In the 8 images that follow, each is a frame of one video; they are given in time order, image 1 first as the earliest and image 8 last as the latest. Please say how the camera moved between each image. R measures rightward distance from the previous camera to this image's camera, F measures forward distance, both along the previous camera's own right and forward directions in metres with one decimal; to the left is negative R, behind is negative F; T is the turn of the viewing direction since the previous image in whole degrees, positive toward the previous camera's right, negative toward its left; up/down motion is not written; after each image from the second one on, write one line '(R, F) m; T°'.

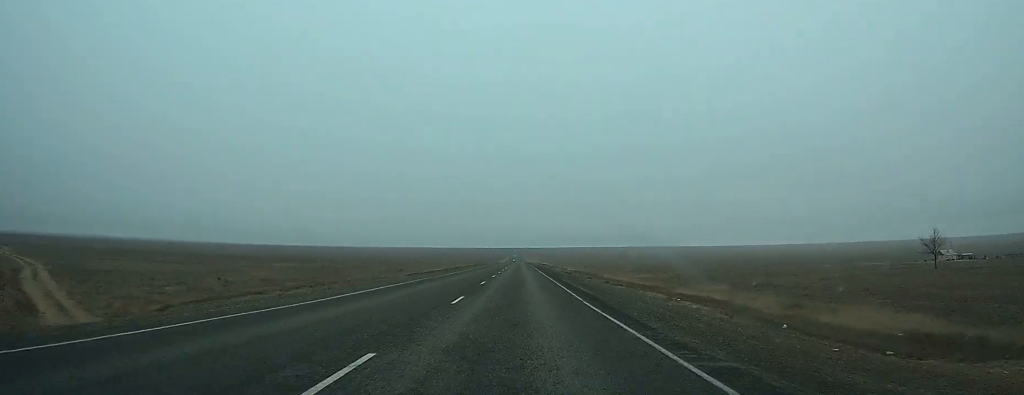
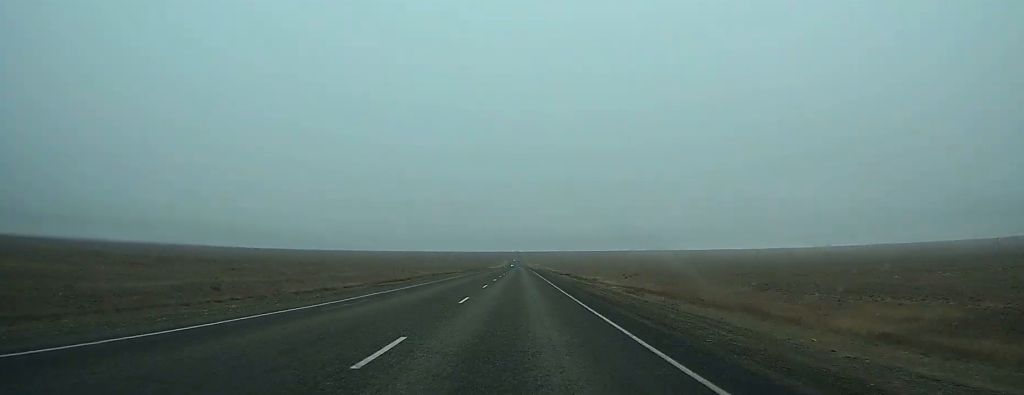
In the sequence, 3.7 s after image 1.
(+0.1, +84.1) m; 0°
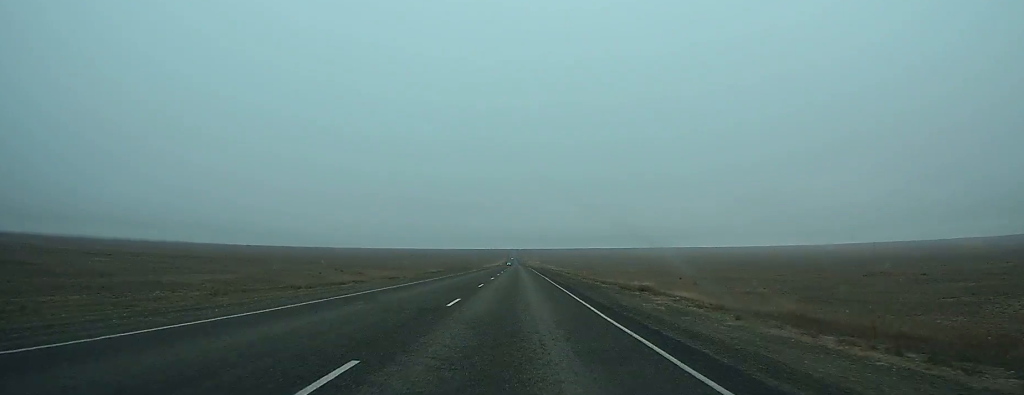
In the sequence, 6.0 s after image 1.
(+0.2, +49.1) m; 0°
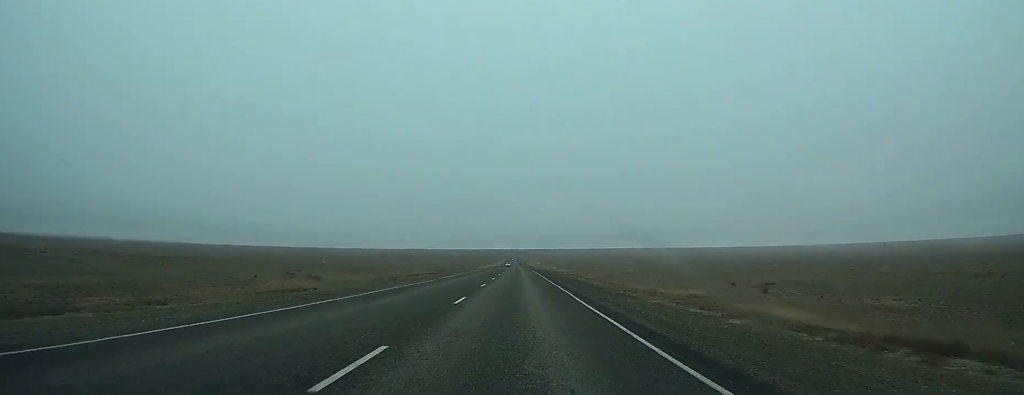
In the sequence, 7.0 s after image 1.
(0.0, +21.6) m; 0°
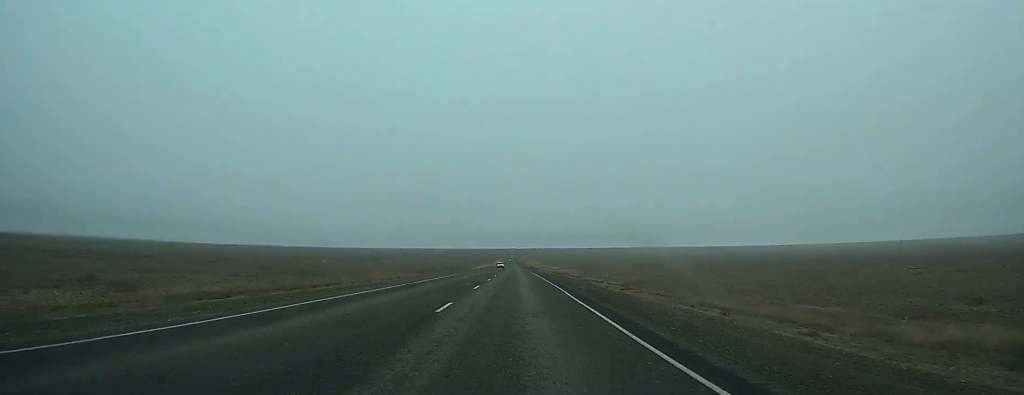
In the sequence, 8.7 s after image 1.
(-0.1, +38.5) m; 0°
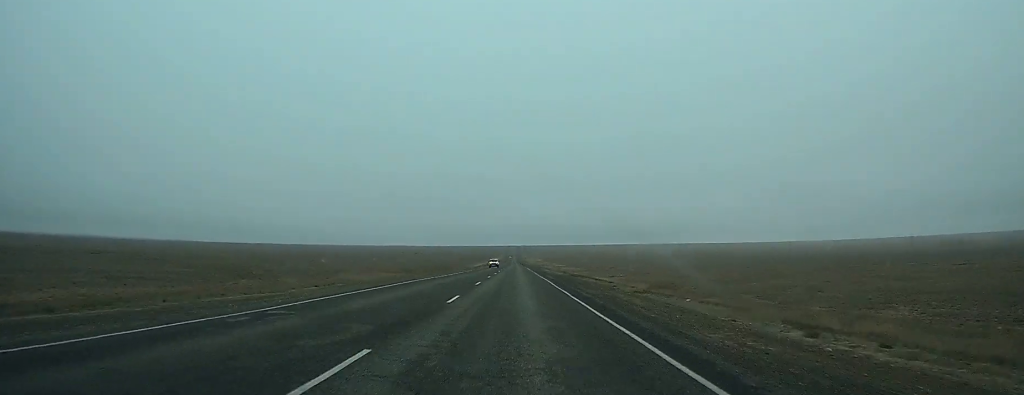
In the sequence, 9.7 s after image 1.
(+0.1, +22.1) m; 0°
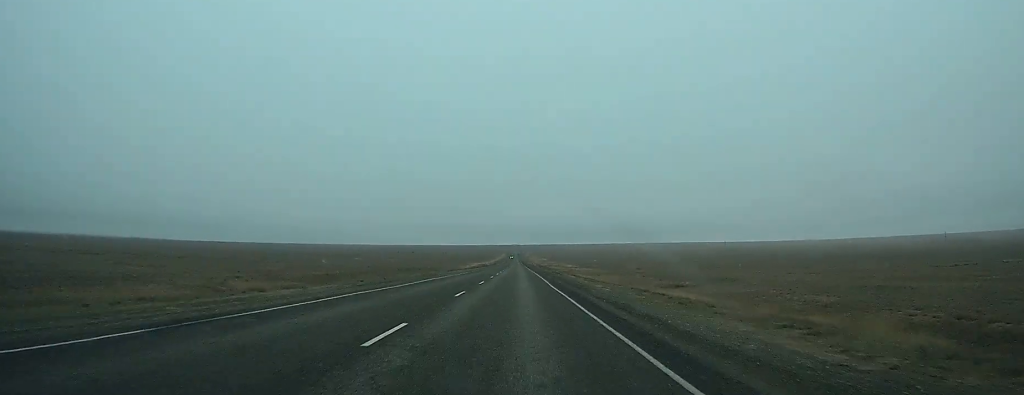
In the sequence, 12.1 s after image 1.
(-0.4, +58.5) m; 0°
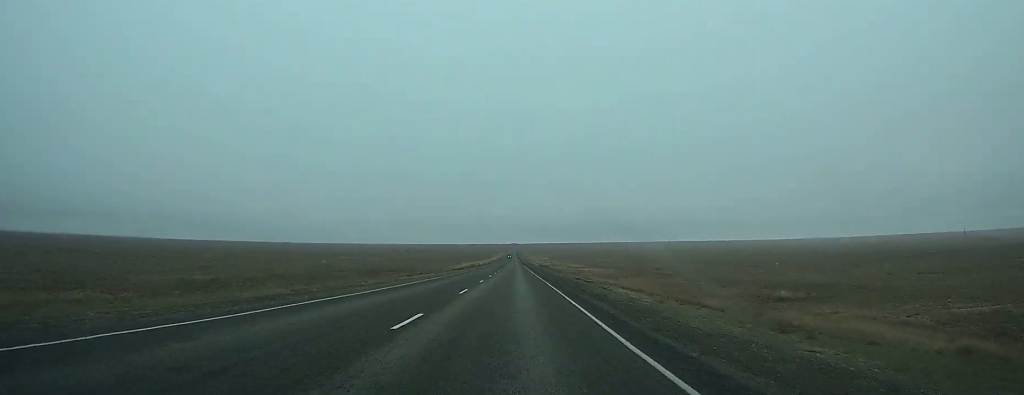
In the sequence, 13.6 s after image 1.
(+0.1, +33.7) m; 0°
